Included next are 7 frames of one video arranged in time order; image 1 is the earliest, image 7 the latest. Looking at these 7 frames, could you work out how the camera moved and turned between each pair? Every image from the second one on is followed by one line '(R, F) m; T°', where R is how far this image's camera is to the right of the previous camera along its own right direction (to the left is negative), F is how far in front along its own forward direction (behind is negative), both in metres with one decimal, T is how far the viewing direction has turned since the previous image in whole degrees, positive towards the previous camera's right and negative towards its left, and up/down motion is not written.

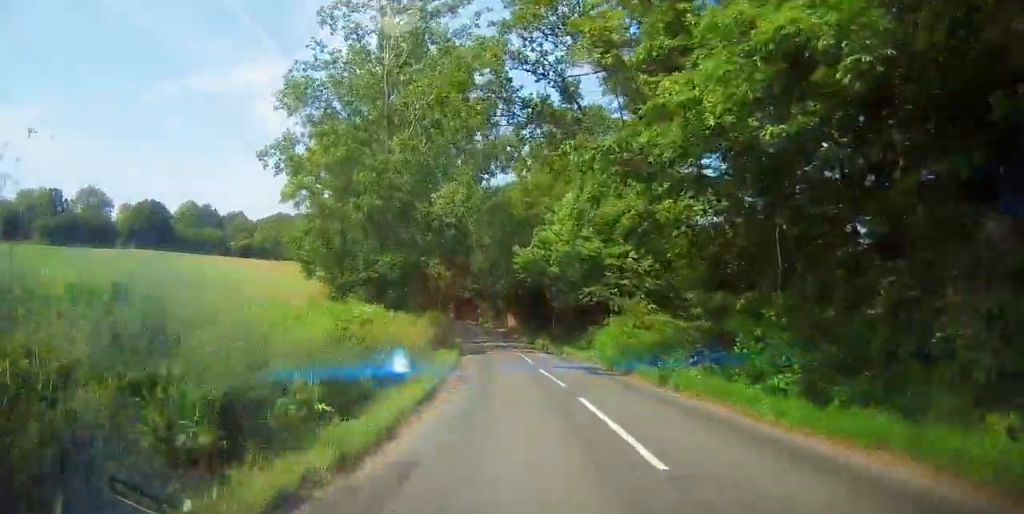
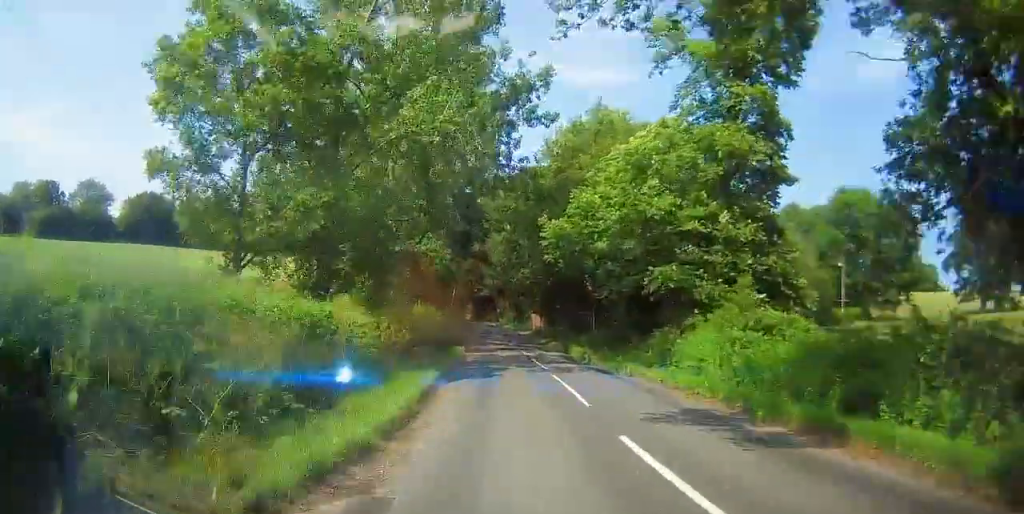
(+0.3, +11.4) m; -1°
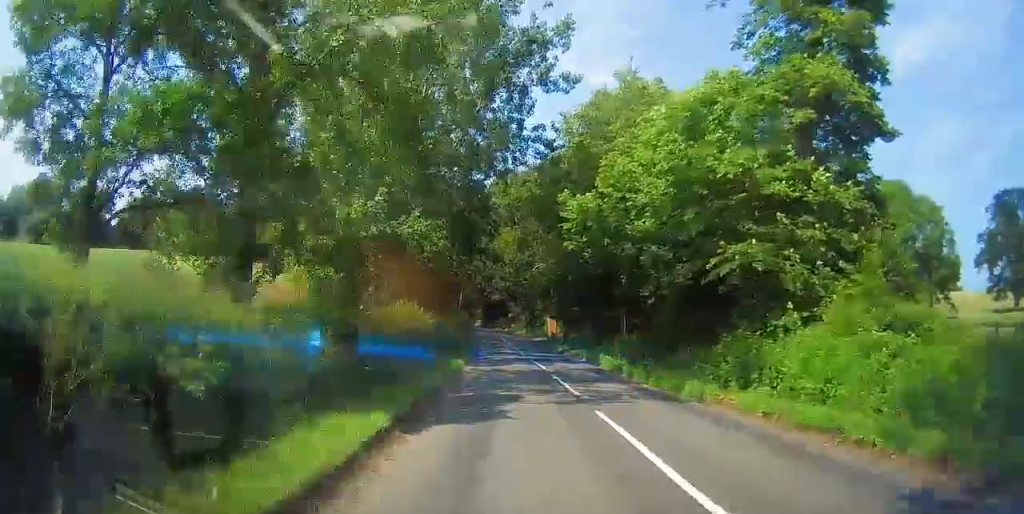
(+0.4, +5.6) m; -2°
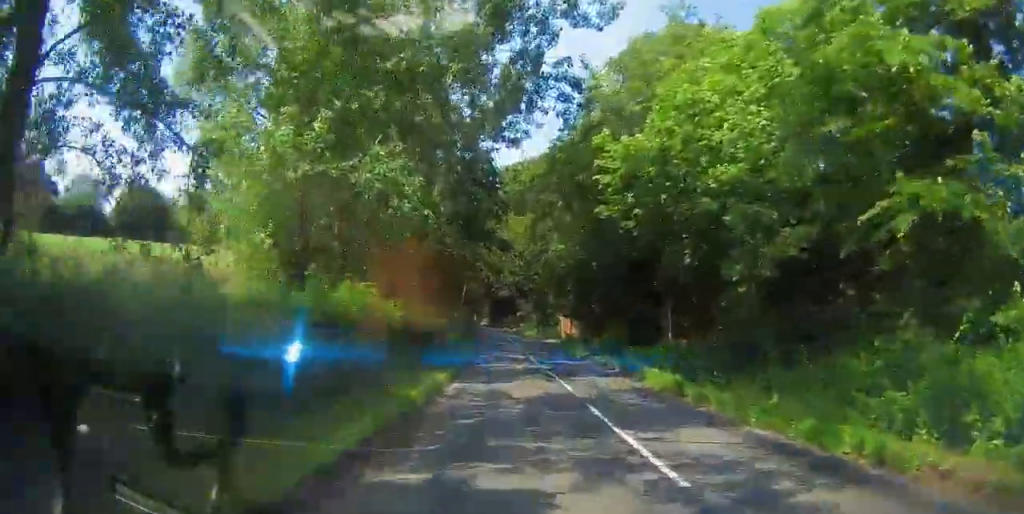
(-0.7, +8.5) m; -3°
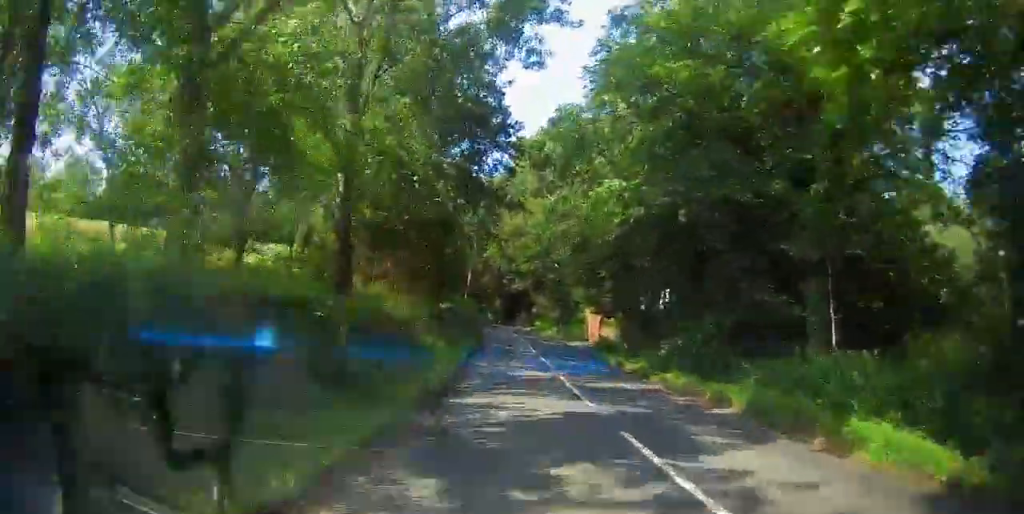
(-0.5, +12.6) m; -2°
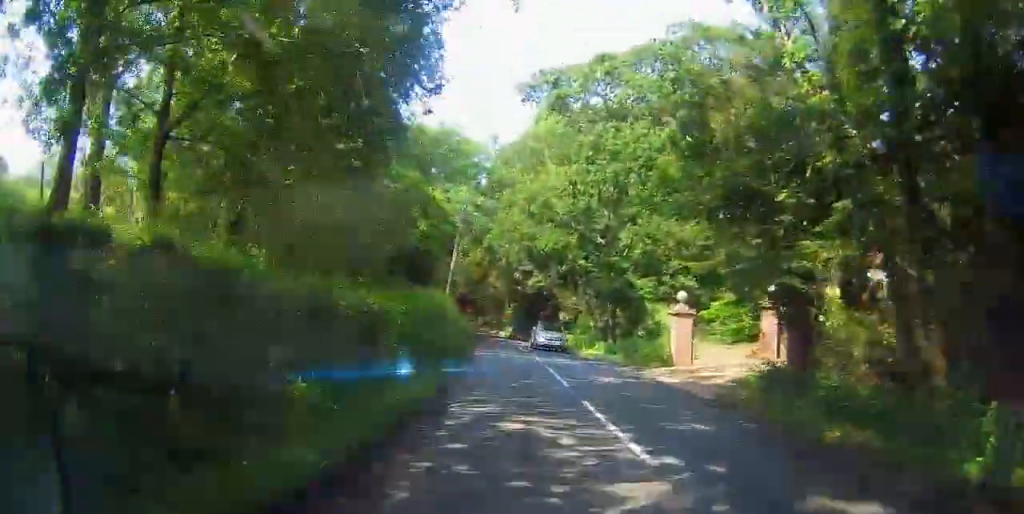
(0.0, +23.1) m; 0°
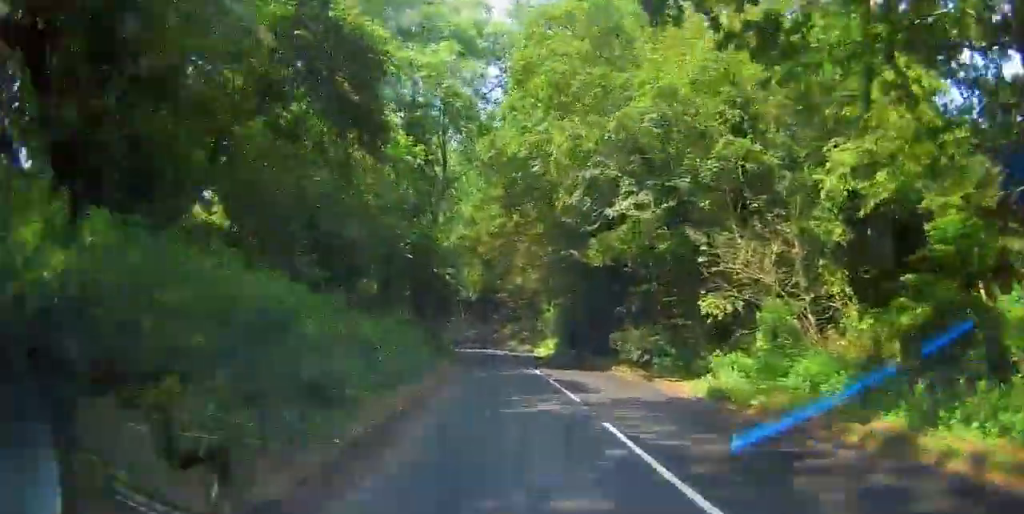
(0.0, +27.5) m; 0°
